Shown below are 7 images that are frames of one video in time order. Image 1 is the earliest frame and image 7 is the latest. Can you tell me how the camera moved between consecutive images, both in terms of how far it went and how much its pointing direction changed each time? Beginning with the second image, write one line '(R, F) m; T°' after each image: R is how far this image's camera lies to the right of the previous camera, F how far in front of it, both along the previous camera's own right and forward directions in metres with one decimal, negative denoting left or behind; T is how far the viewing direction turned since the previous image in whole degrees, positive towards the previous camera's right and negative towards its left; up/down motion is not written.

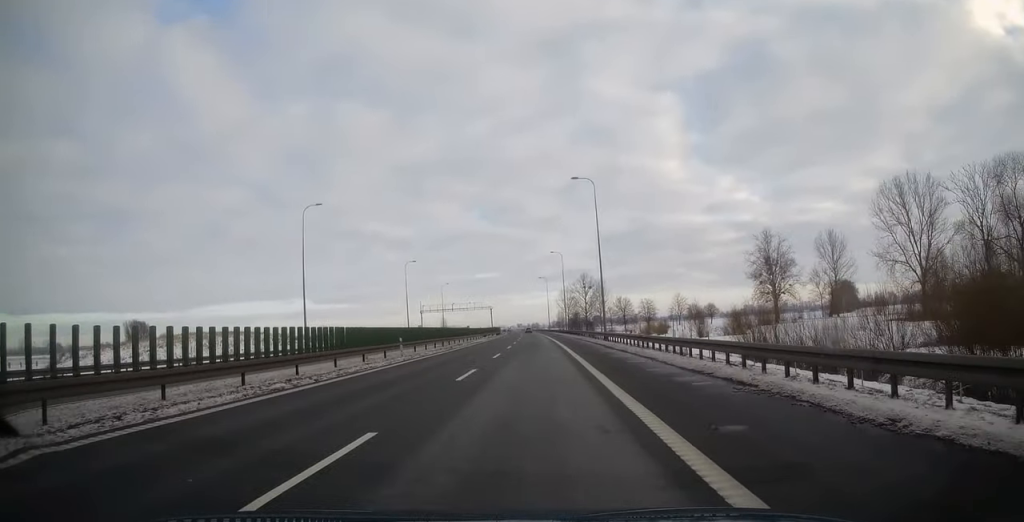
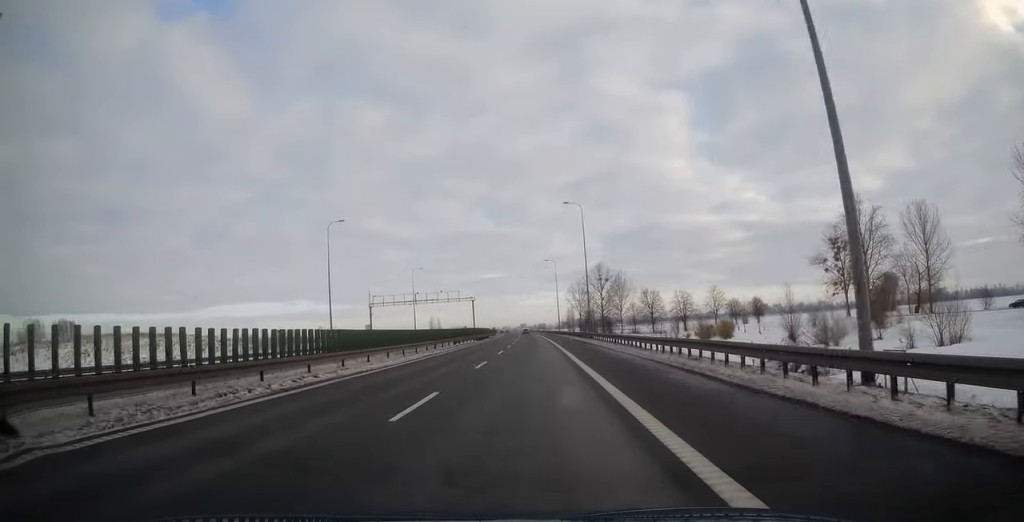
(-0.1, +40.4) m; -1°
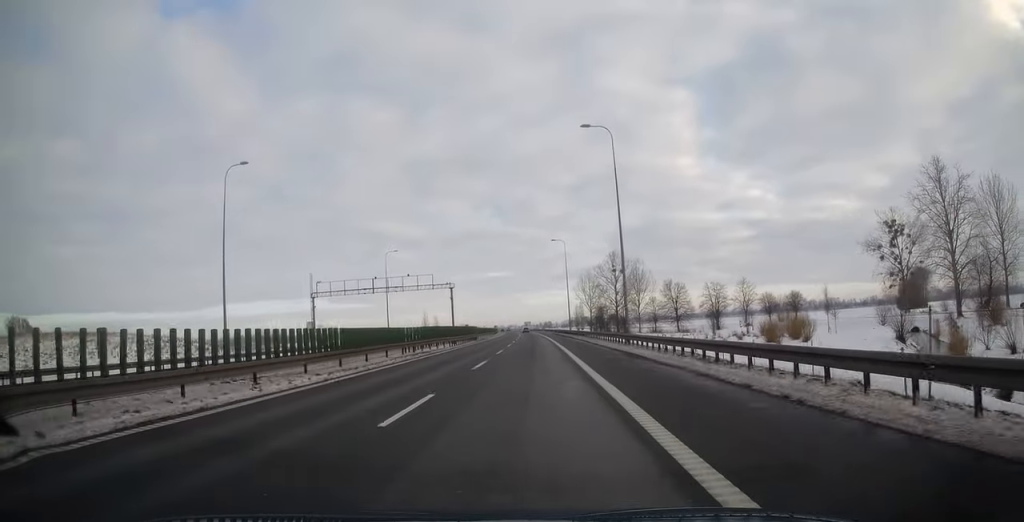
(-0.2, +22.8) m; -1°
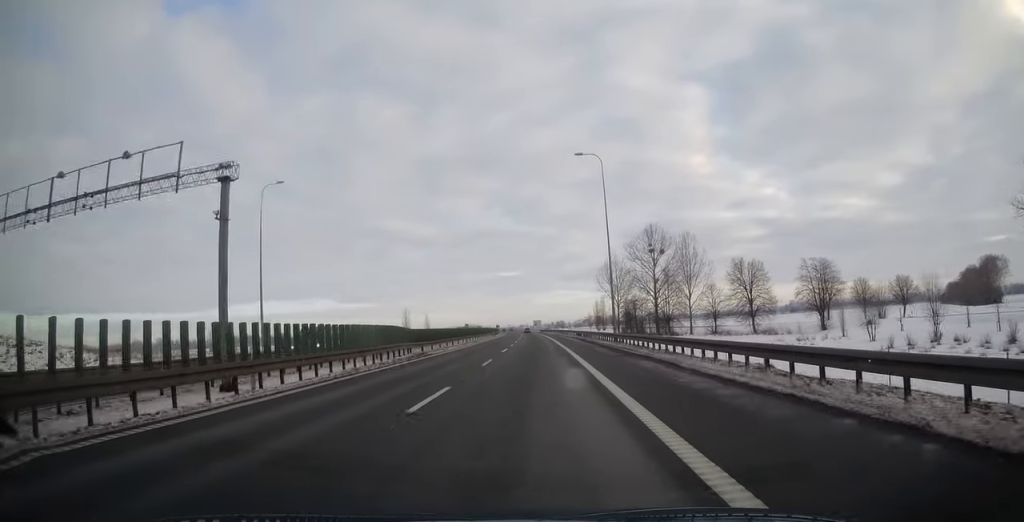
(-0.4, +49.2) m; -1°
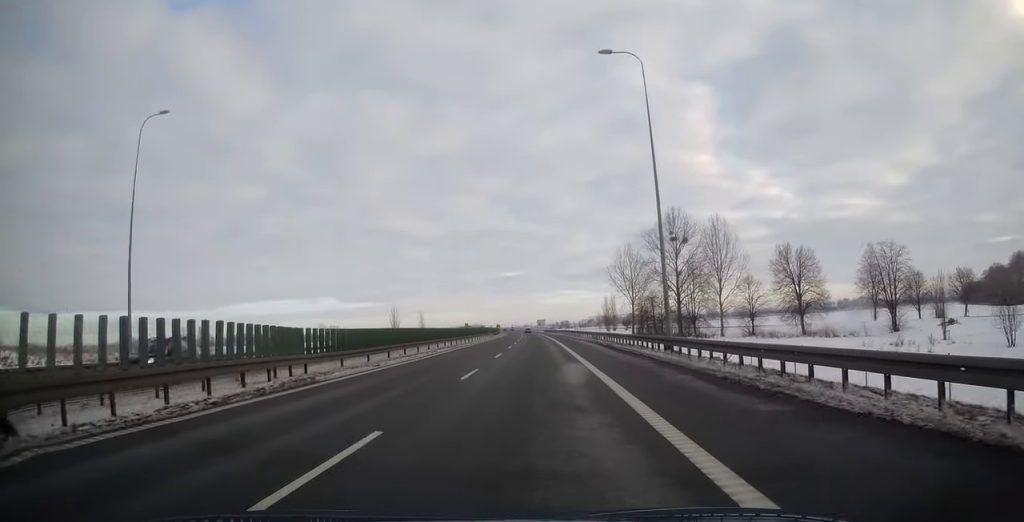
(0.0, +19.7) m; 0°
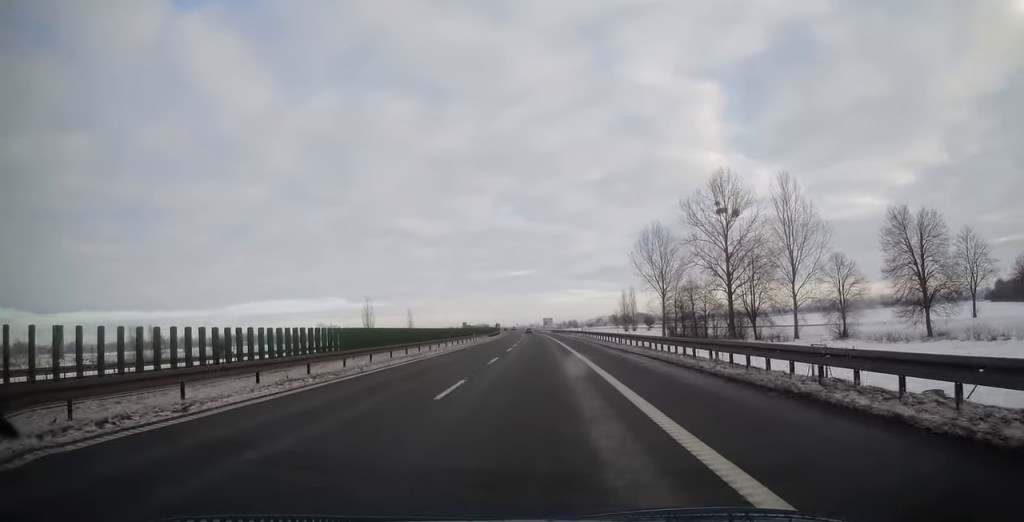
(-0.3, +30.0) m; -1°
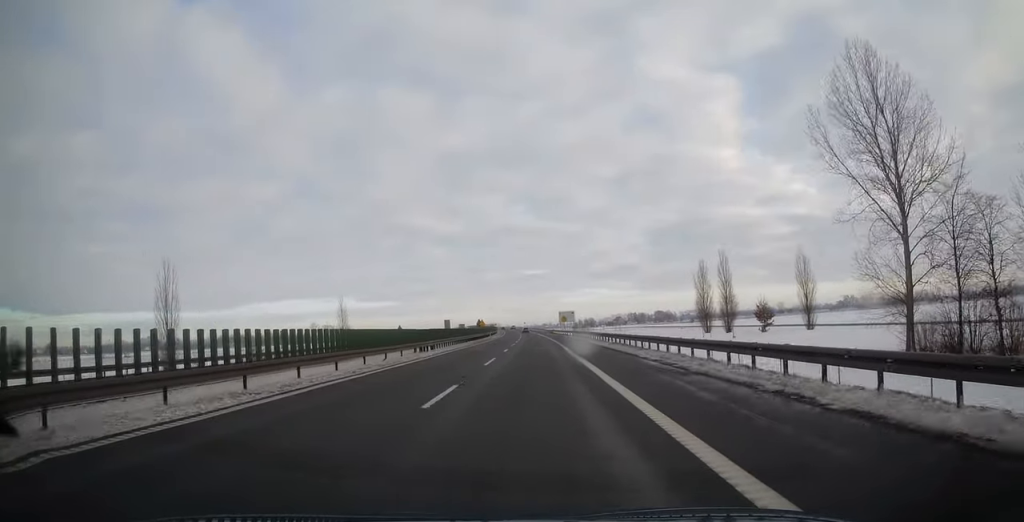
(-0.9, +74.9) m; -1°
